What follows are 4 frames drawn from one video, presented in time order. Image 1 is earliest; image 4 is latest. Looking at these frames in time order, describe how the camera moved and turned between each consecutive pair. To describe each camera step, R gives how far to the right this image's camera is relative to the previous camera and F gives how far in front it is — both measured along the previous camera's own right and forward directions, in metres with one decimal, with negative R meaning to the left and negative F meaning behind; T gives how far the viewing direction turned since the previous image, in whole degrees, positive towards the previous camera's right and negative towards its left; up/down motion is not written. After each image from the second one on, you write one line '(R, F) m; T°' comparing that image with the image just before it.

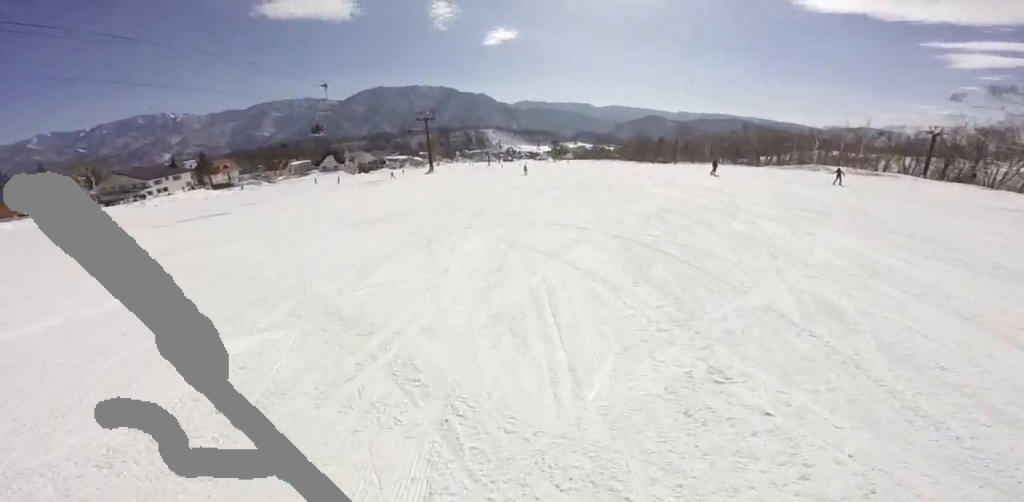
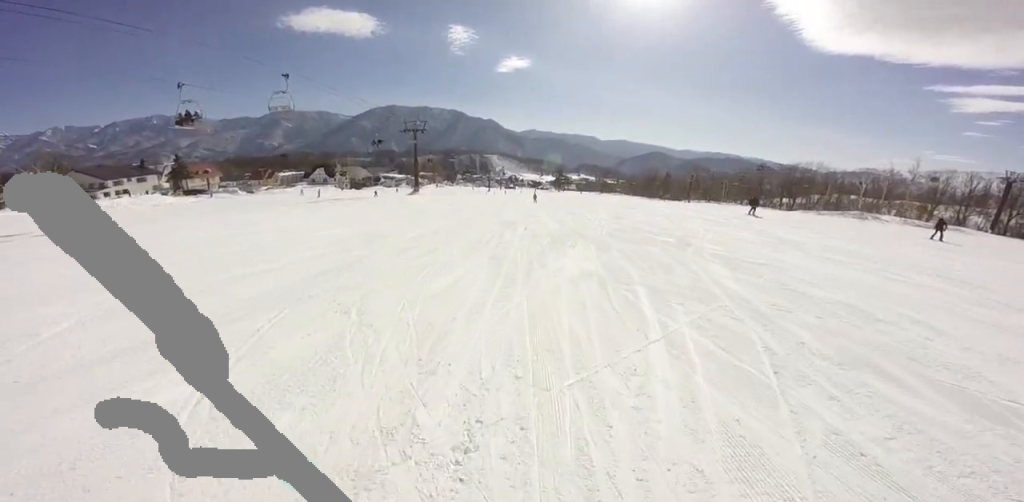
(-1.4, +12.1) m; -6°
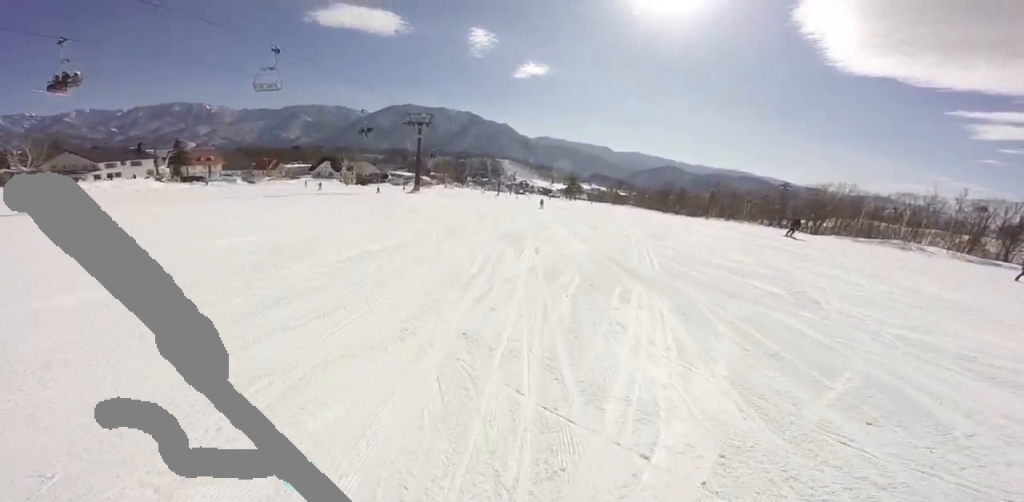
(+0.6, +6.0) m; +1°
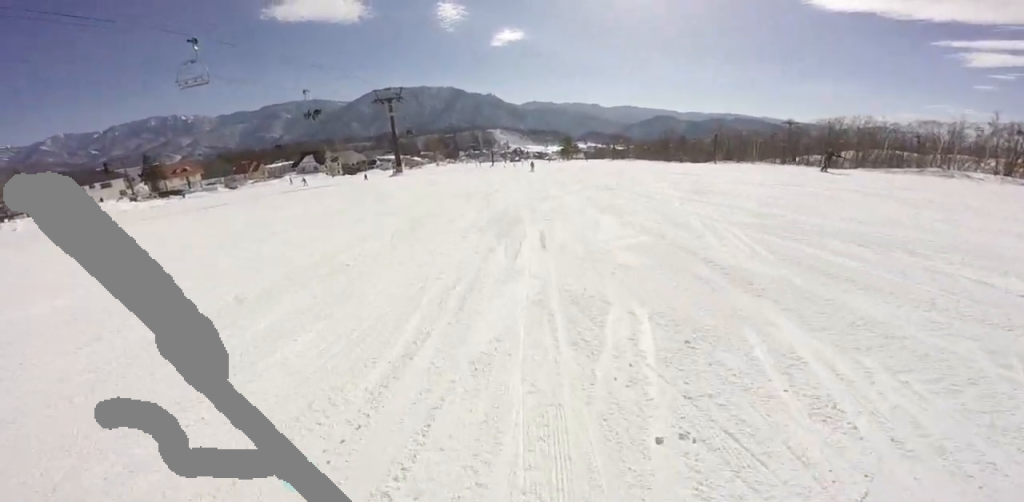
(0.0, +5.1) m; 0°
